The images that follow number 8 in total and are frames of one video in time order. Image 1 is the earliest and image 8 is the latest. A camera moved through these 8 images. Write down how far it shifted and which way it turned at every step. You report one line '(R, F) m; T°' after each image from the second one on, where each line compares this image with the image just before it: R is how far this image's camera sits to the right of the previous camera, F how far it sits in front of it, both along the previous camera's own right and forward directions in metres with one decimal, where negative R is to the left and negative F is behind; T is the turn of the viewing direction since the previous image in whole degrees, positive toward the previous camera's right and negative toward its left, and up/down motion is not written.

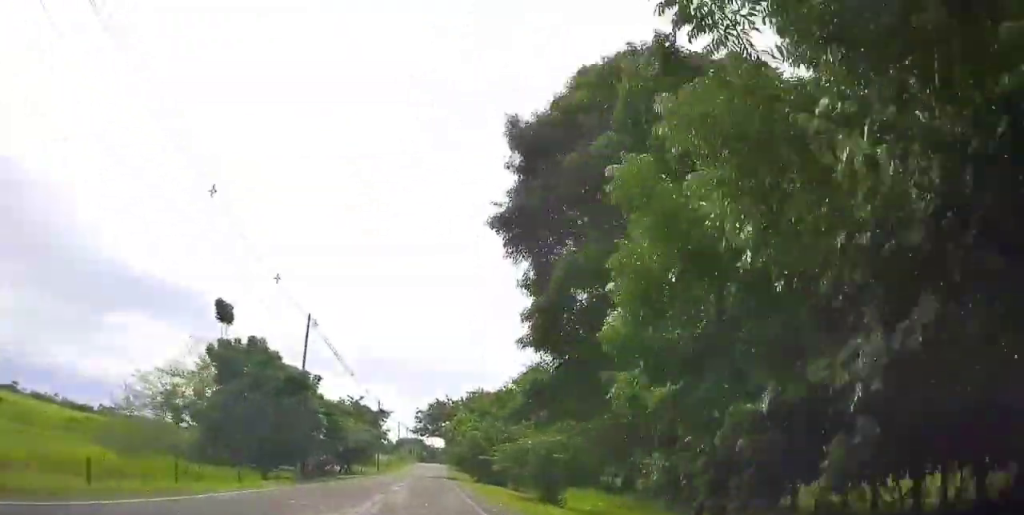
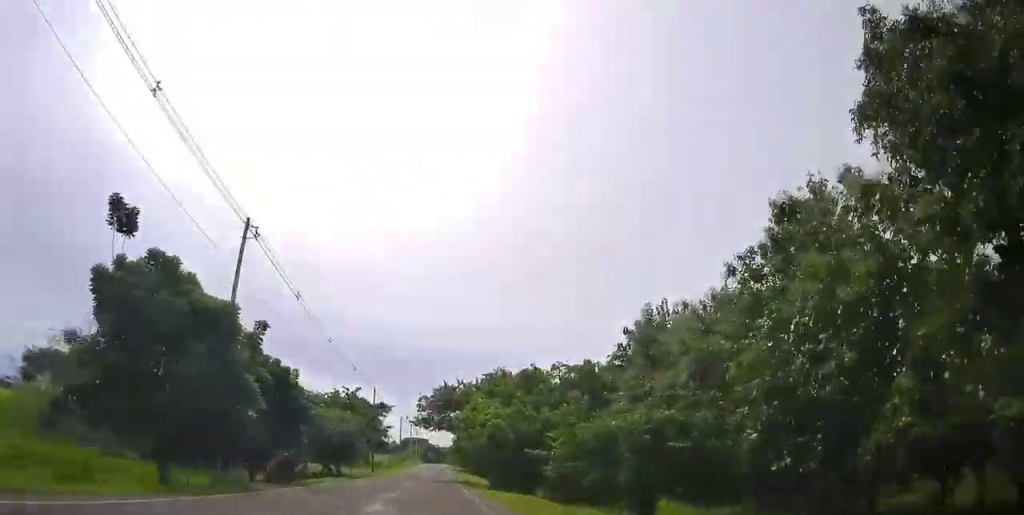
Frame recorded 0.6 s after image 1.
(-0.1, +14.2) m; 0°
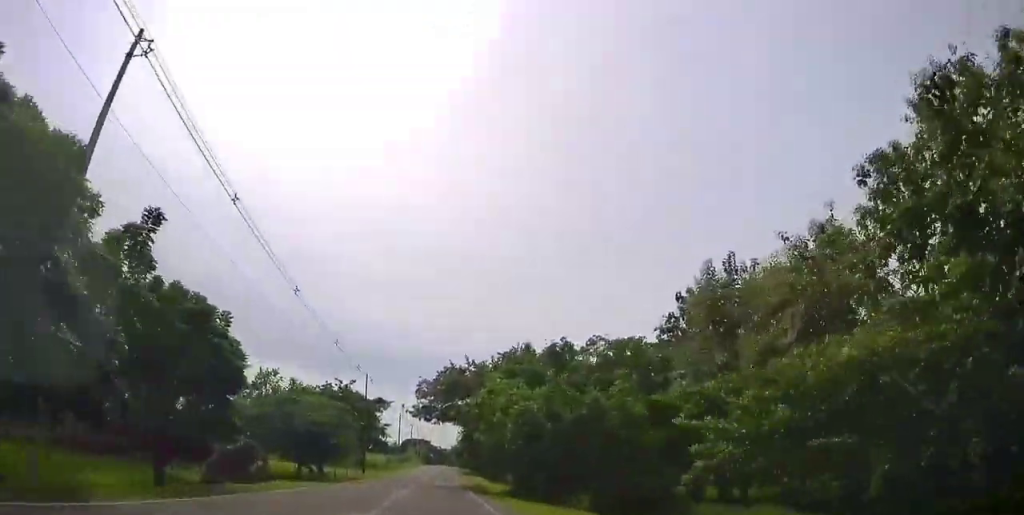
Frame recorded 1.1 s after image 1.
(-0.1, +11.3) m; 0°
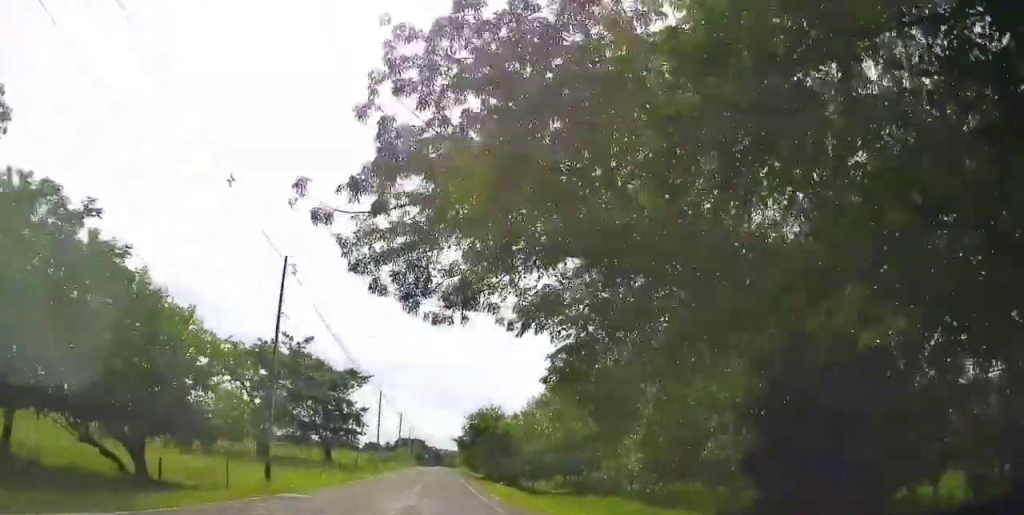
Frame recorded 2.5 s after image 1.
(0.0, +32.8) m; 0°
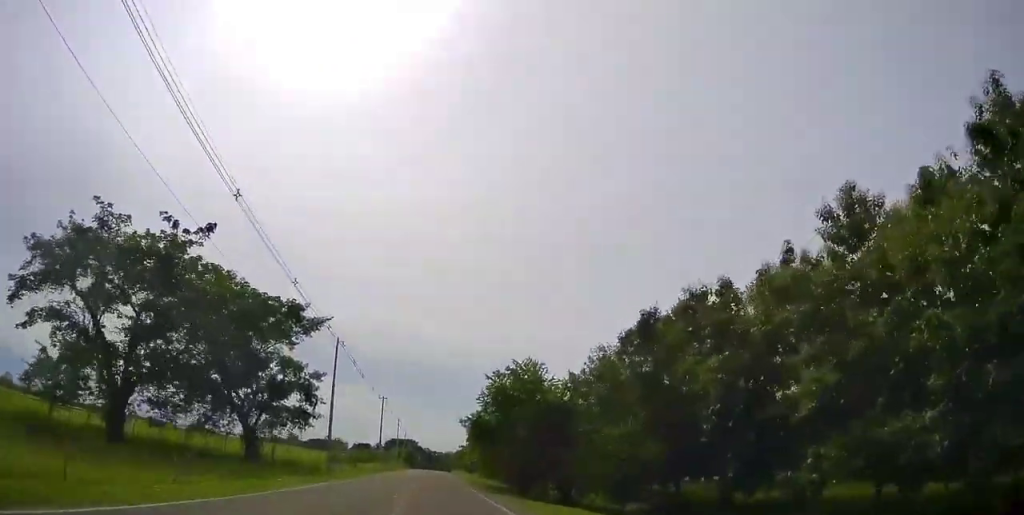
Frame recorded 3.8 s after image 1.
(+0.1, +30.8) m; 0°
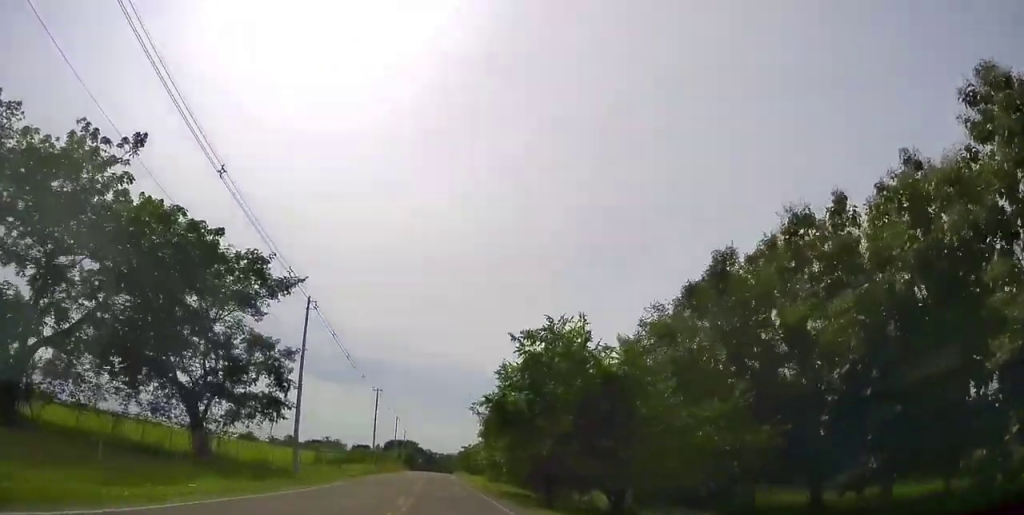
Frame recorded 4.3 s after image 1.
(+0.1, +11.2) m; 0°
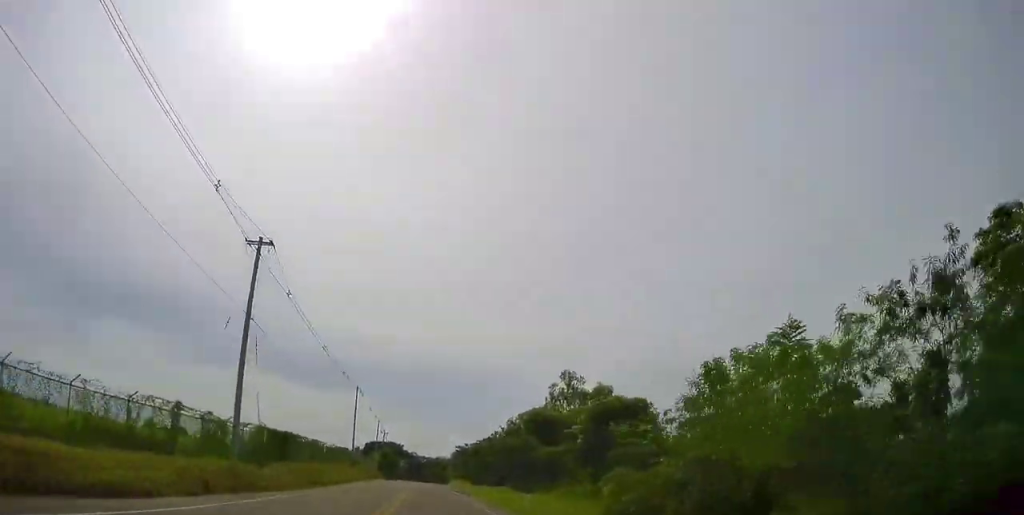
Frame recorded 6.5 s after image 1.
(+1.1, +51.9) m; +2°
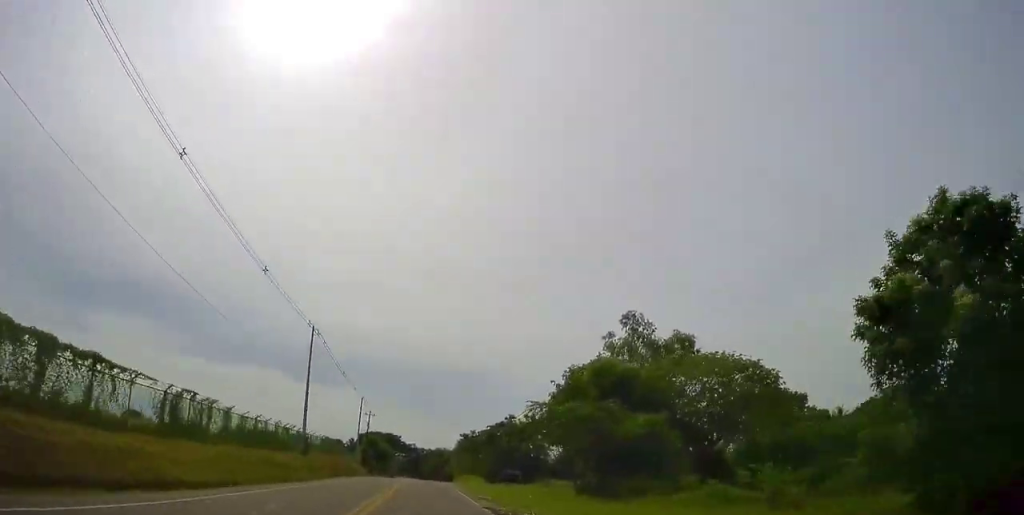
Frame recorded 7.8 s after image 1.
(-0.2, +29.0) m; 0°
